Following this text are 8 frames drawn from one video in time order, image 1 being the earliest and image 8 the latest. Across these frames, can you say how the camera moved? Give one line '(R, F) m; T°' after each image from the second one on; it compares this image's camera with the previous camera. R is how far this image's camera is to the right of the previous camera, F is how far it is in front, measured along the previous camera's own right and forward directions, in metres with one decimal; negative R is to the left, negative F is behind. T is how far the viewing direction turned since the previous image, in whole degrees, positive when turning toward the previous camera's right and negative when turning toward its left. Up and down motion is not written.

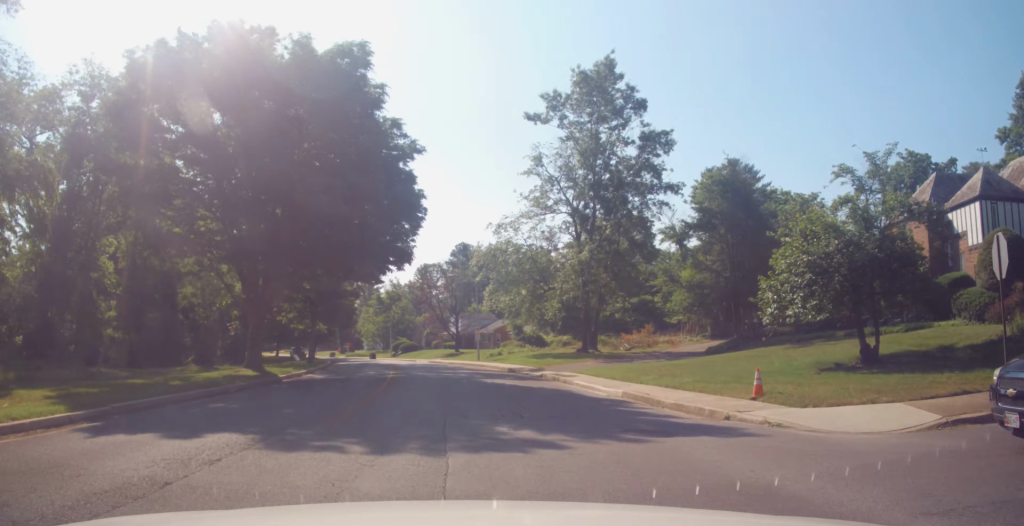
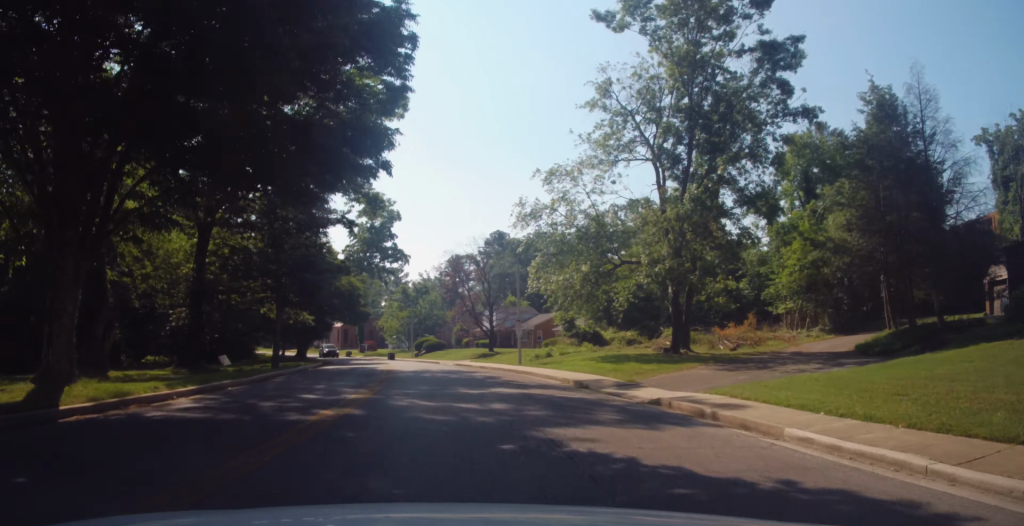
(-0.2, +15.4) m; -2°
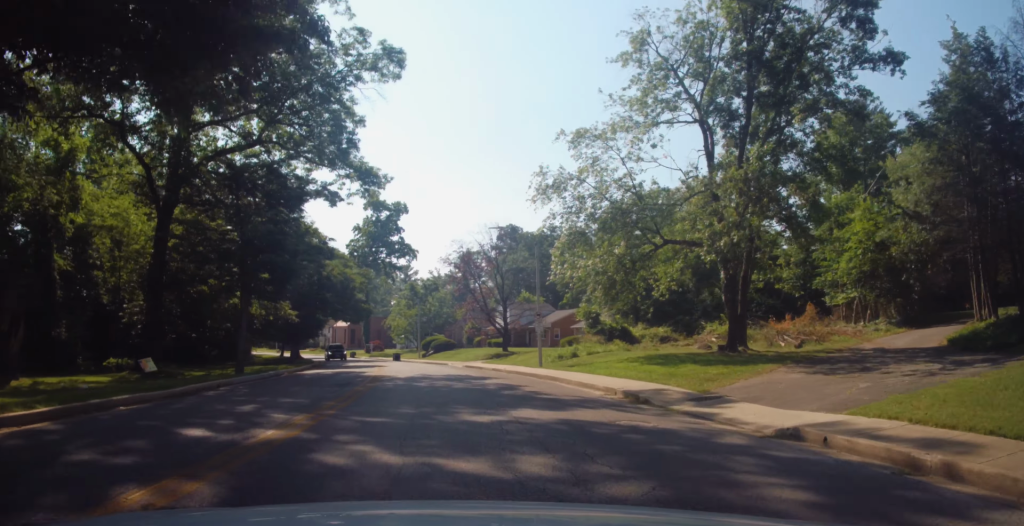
(-0.2, +6.5) m; -1°
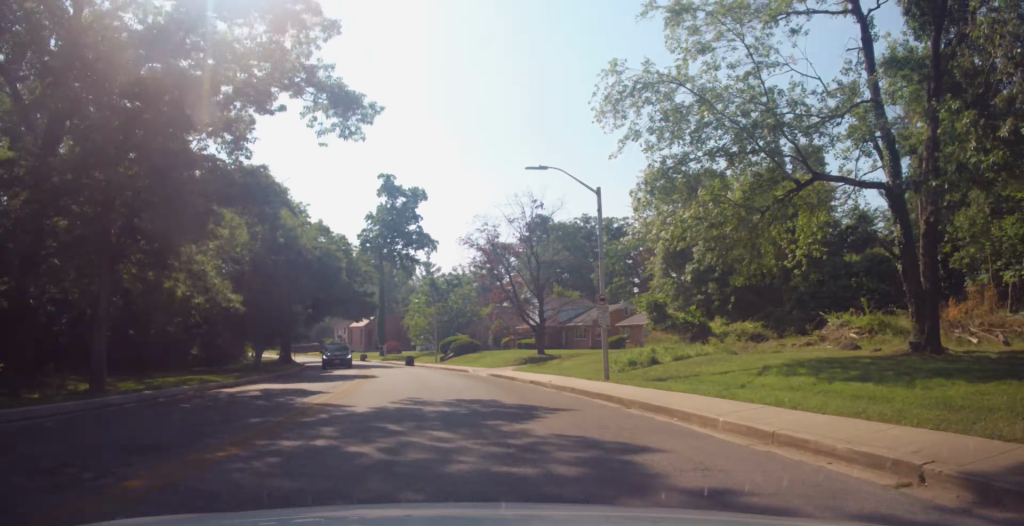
(-0.1, +12.1) m; -5°
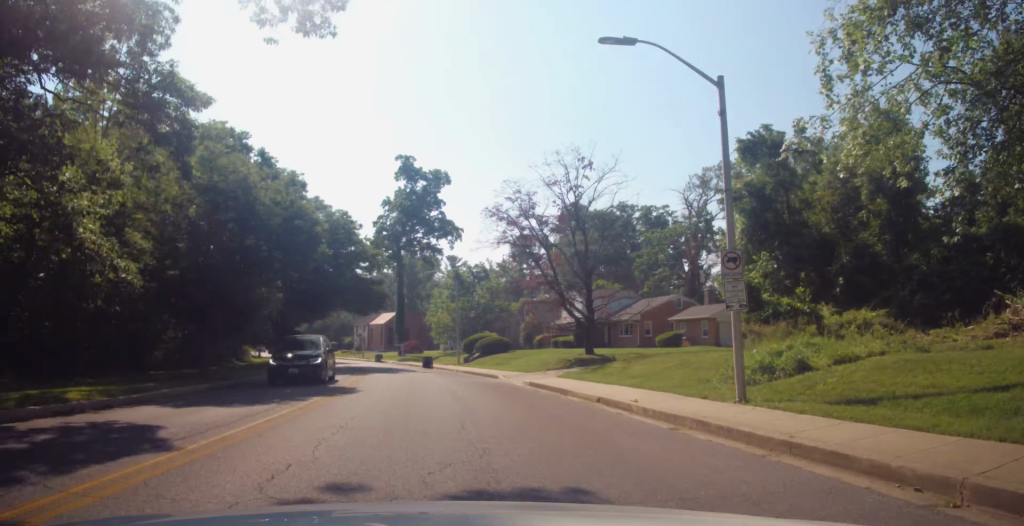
(-0.4, +9.7) m; -5°
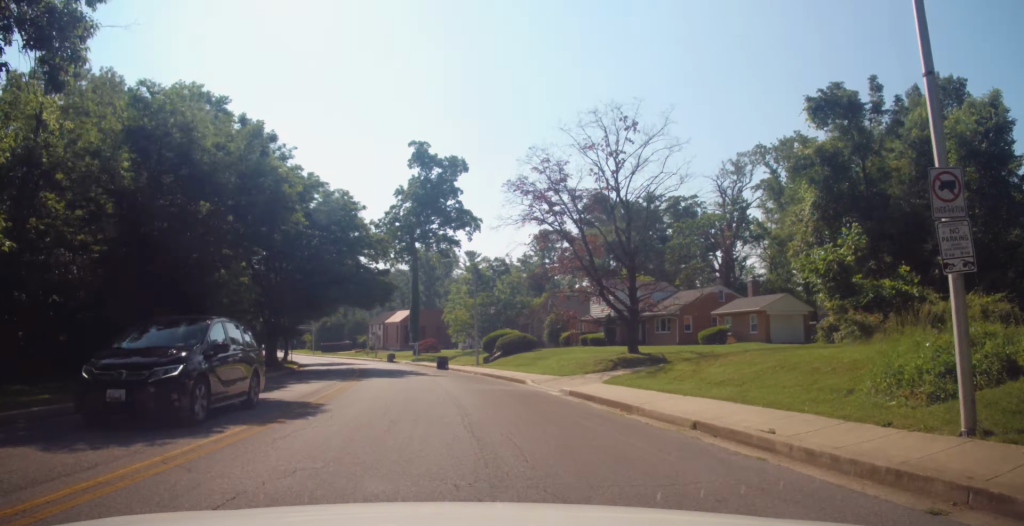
(-0.4, +6.1) m; -3°
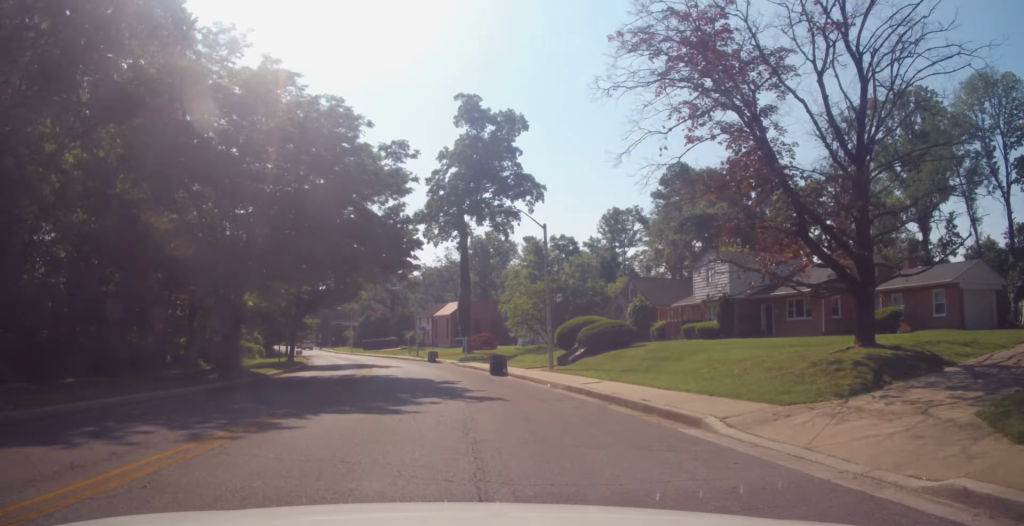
(-0.4, +15.6) m; -1°
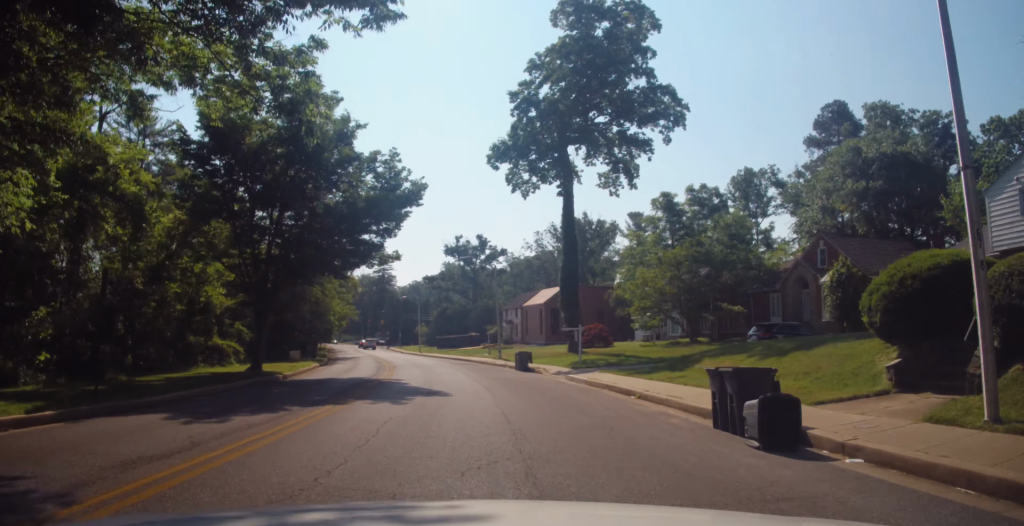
(-1.0, +23.1) m; -6°
